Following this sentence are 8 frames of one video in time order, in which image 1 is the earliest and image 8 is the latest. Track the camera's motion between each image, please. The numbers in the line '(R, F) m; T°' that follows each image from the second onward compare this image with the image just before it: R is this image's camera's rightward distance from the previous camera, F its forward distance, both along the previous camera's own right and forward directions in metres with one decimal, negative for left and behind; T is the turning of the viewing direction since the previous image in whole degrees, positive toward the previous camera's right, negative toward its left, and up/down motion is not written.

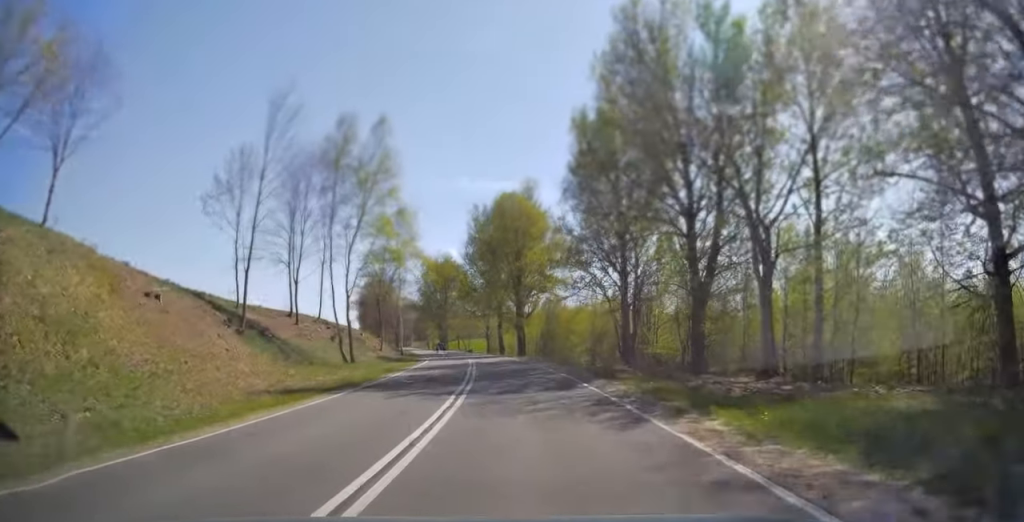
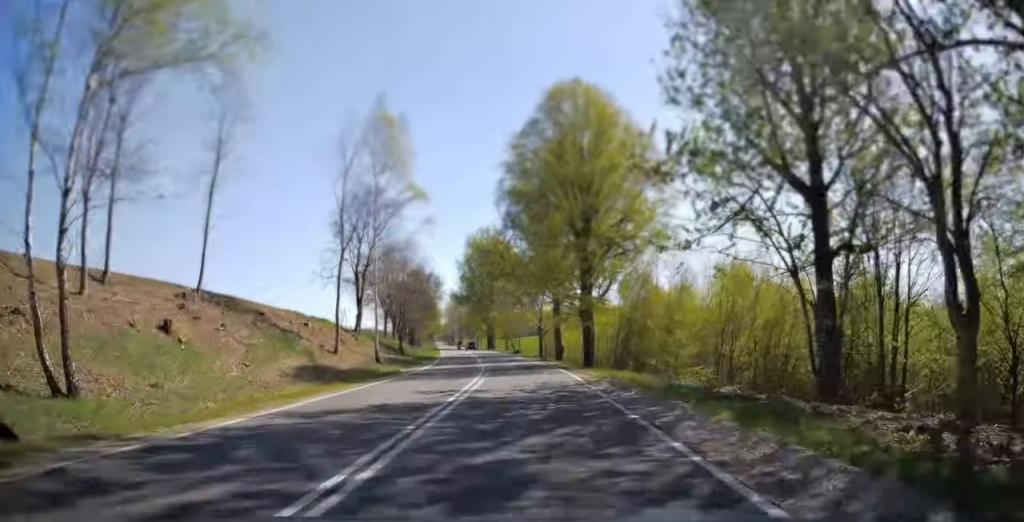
(-1.2, +27.4) m; -5°
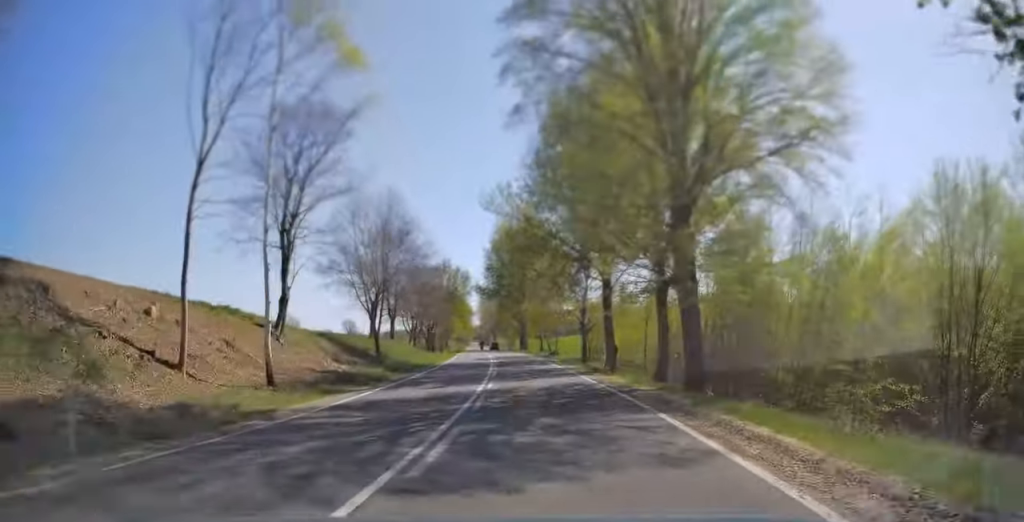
(-0.7, +18.0) m; -3°
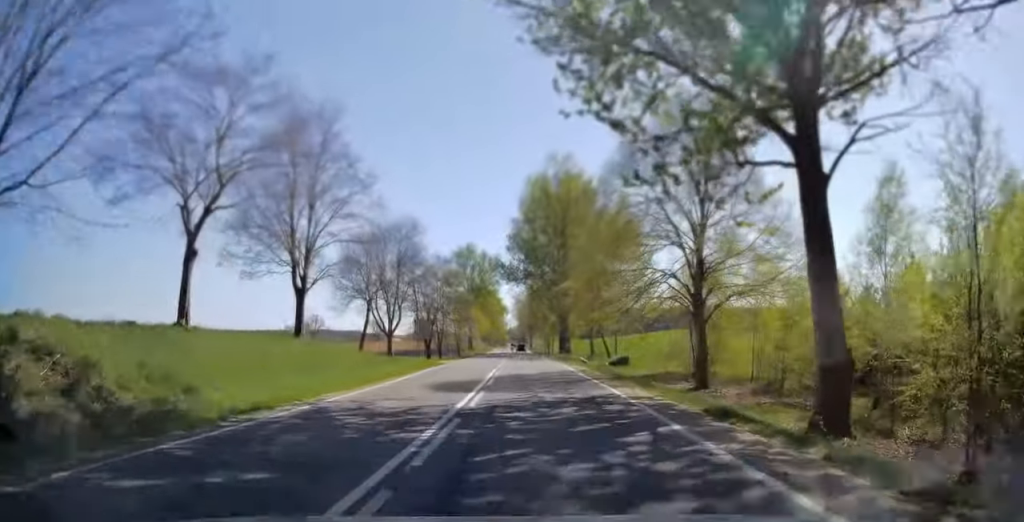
(-1.2, +31.0) m; -4°
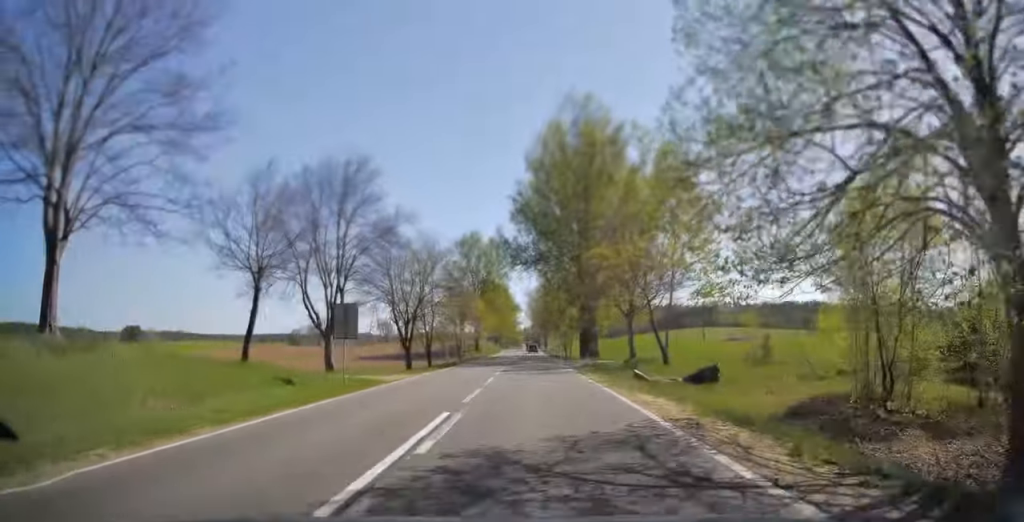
(-0.3, +17.9) m; -1°
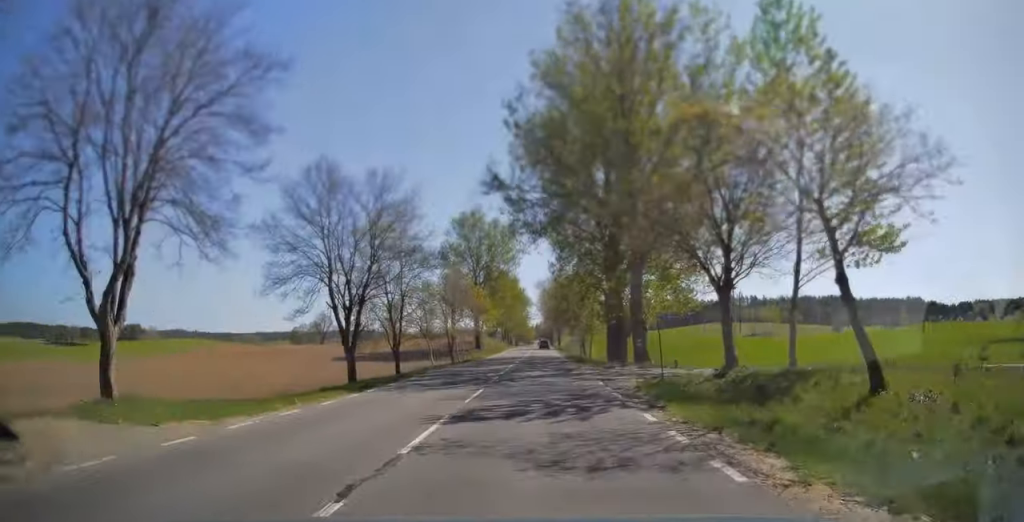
(-0.1, +19.3) m; -1°
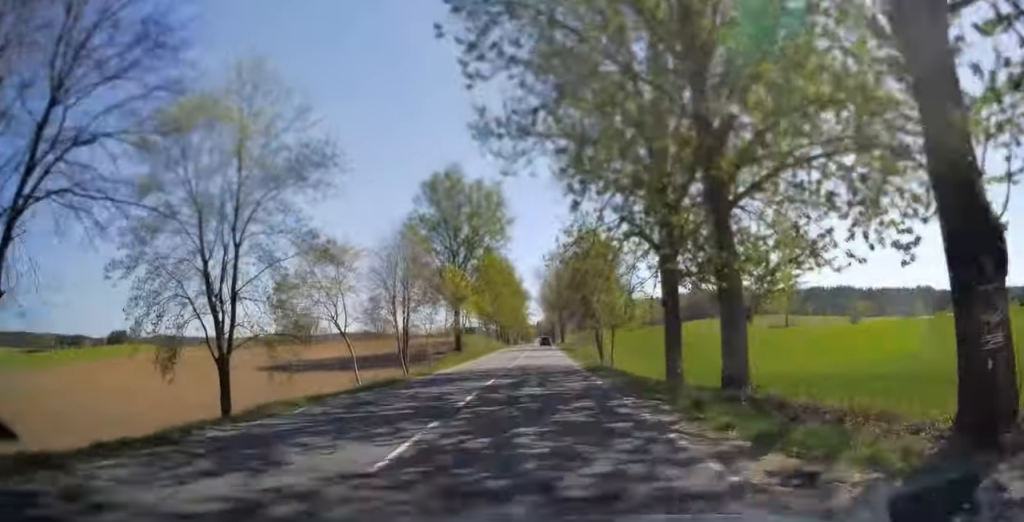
(-0.1, +26.1) m; 0°
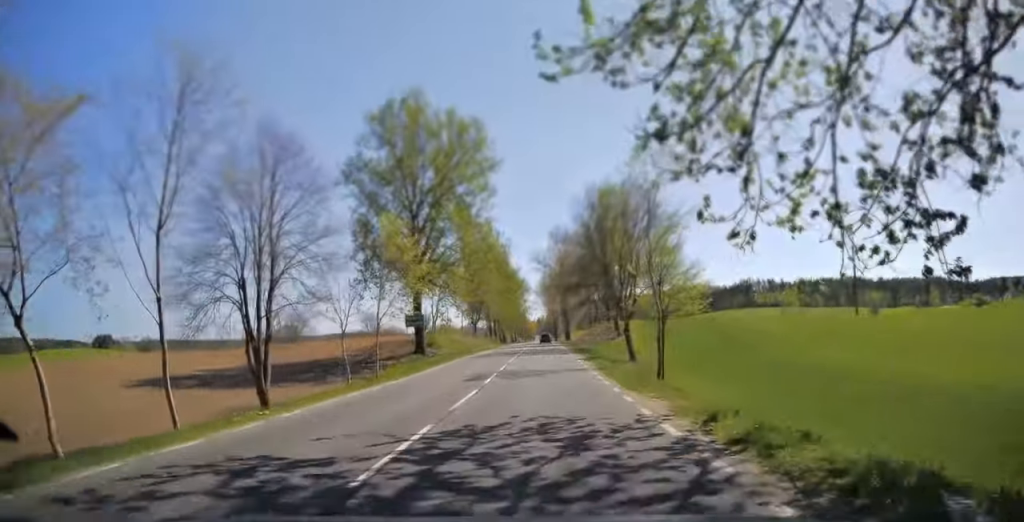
(-0.1, +25.6) m; 0°
